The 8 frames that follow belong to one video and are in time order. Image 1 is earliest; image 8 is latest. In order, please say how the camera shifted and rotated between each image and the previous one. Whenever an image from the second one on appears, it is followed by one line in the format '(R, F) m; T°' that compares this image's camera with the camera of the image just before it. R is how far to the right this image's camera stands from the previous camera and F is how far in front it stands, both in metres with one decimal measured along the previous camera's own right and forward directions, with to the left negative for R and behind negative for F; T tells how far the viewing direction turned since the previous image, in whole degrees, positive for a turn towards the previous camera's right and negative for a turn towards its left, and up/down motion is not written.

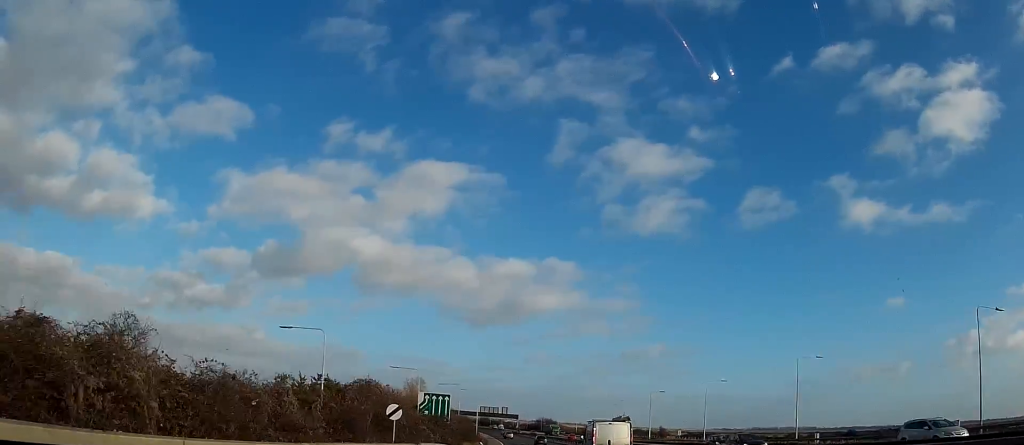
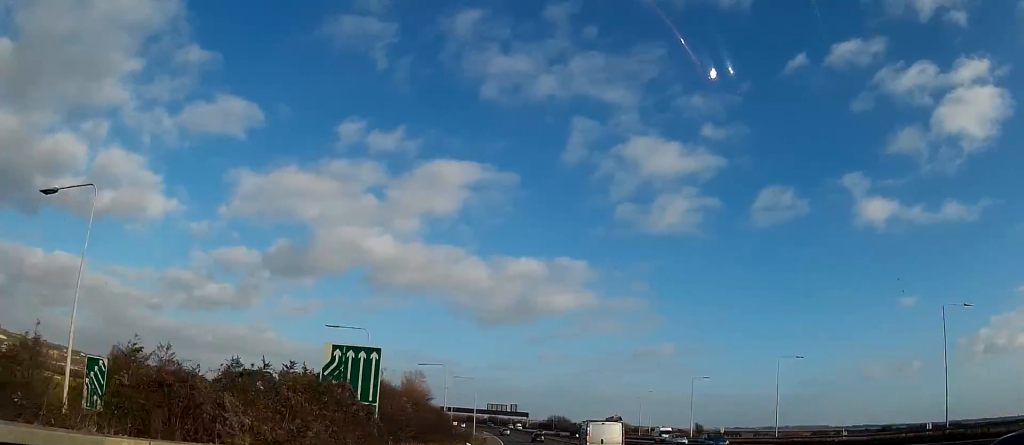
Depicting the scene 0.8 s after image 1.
(-0.1, +25.7) m; -1°
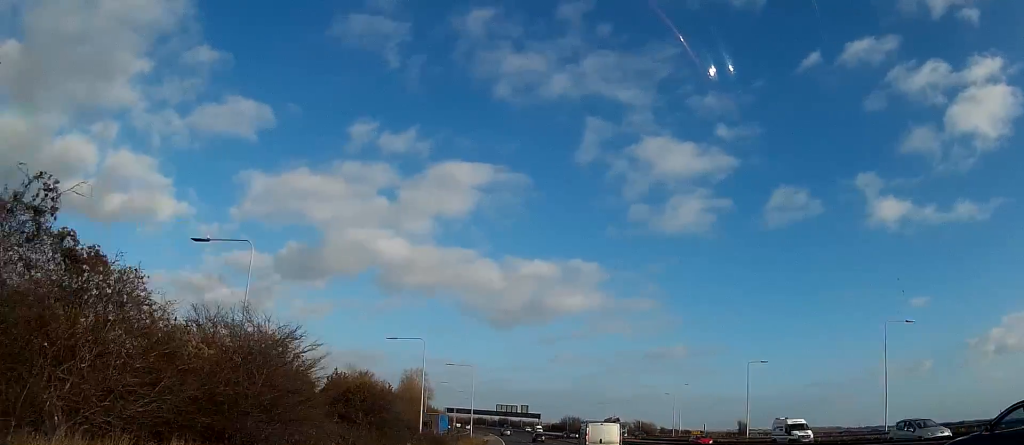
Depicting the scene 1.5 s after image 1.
(0.0, +20.6) m; -2°
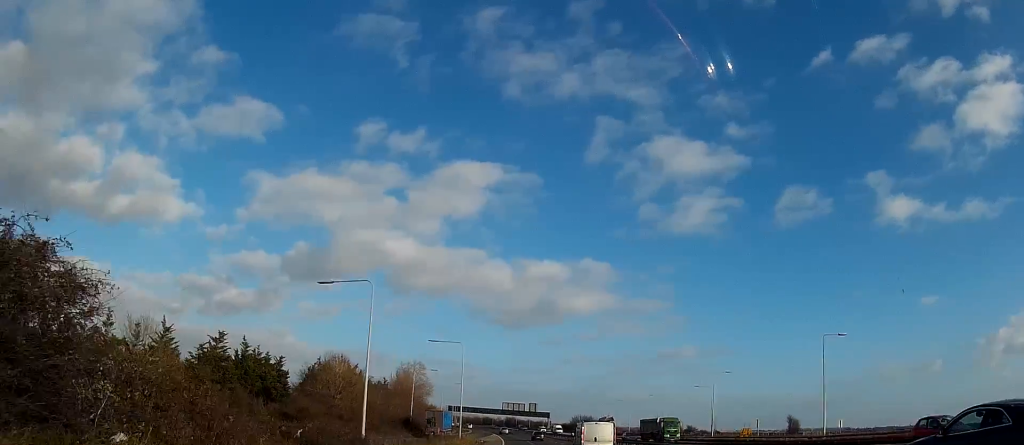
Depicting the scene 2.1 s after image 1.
(-0.6, +19.7) m; -2°
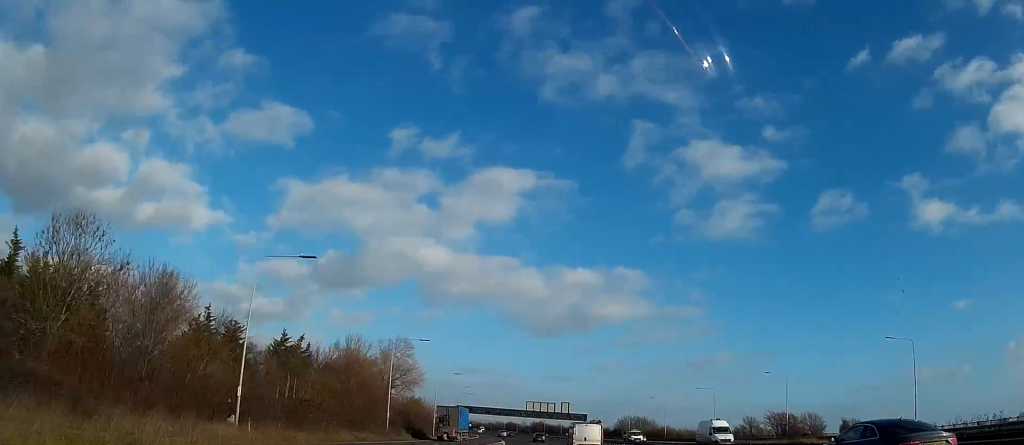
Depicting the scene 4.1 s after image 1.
(-1.6, +62.4) m; -2°
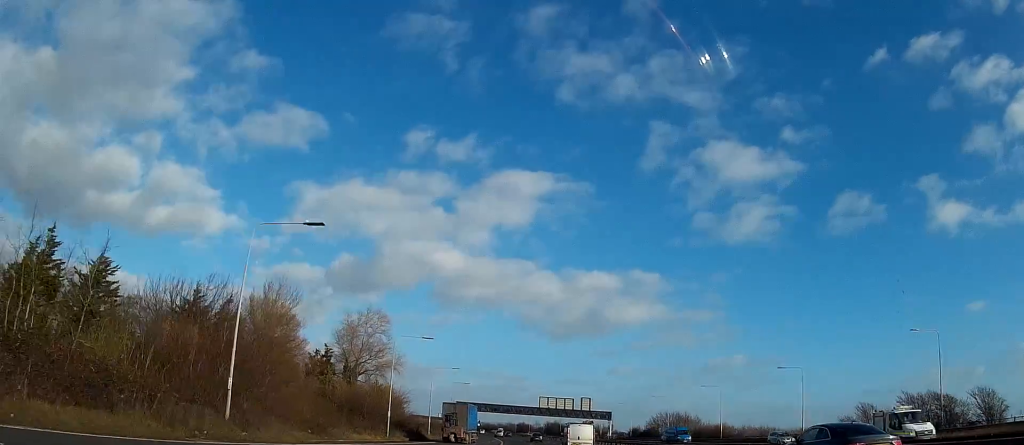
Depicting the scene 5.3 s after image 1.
(-0.4, +35.3) m; -1°
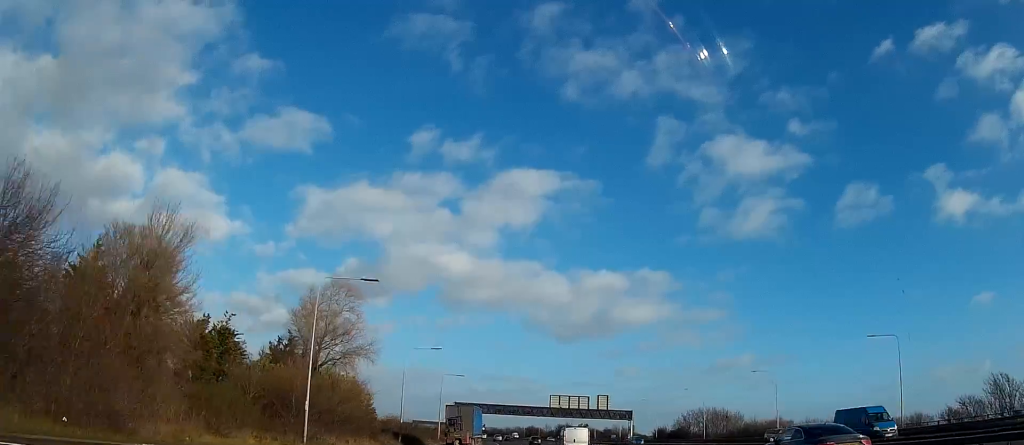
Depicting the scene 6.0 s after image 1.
(-0.1, +22.8) m; 0°
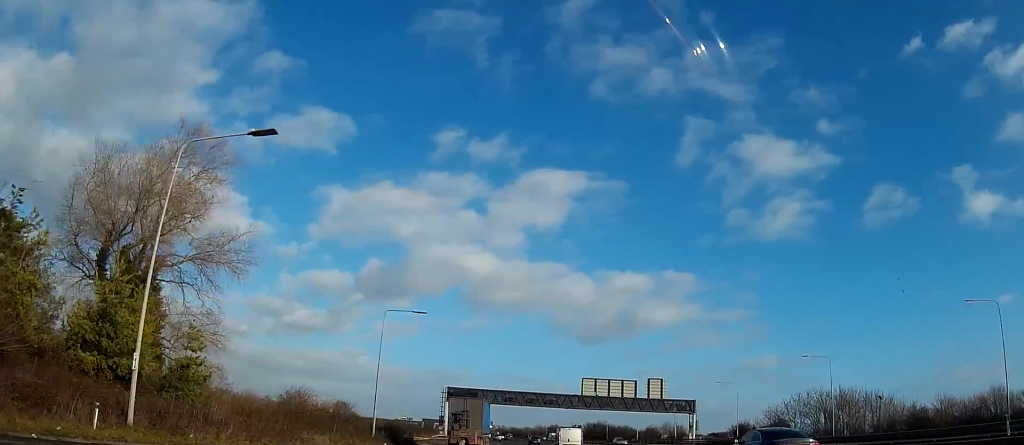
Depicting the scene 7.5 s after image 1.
(0.0, +45.6) m; -1°
